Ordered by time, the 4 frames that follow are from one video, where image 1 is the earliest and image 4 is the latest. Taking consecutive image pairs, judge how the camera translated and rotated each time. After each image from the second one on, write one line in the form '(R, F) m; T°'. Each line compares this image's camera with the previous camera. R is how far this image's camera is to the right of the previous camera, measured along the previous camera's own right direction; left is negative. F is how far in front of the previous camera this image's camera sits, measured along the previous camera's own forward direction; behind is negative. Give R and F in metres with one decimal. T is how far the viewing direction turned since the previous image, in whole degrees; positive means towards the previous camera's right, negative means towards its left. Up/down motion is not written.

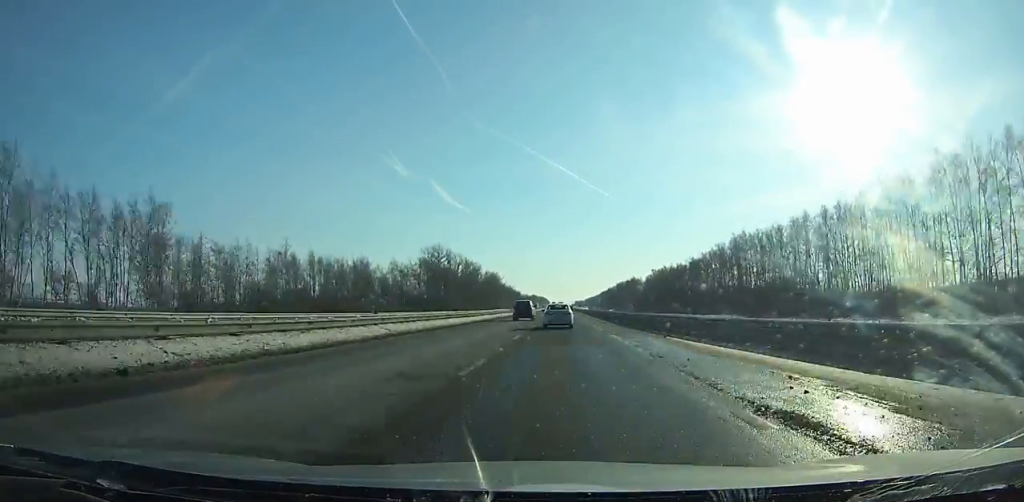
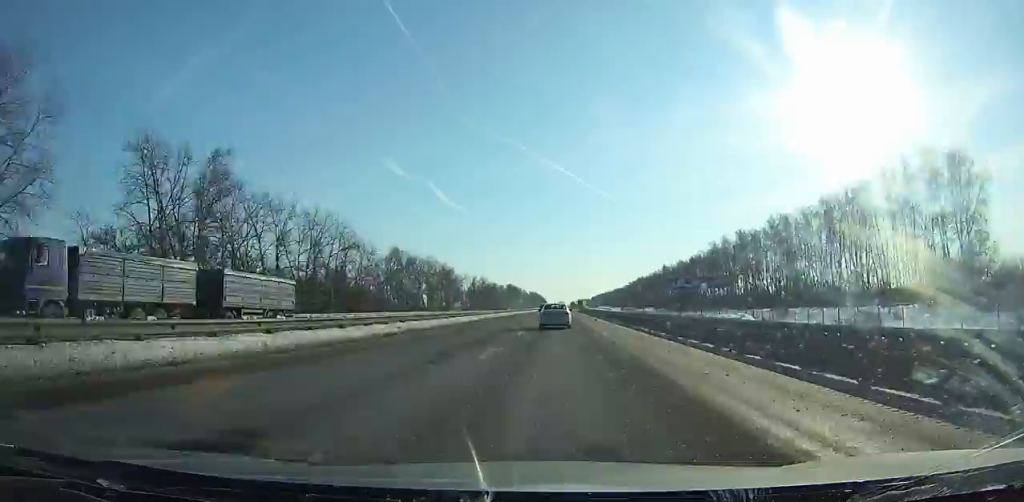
(+1.2, +332.2) m; 0°
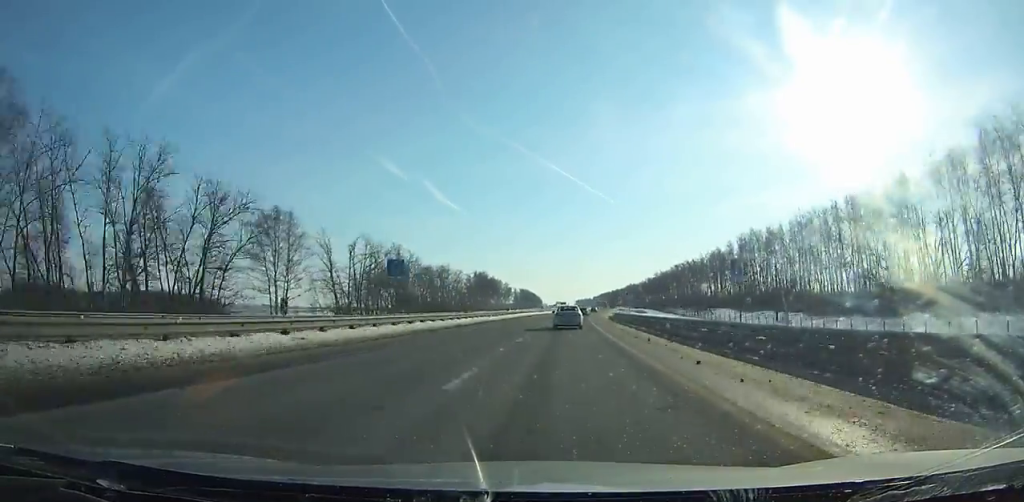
(+1.1, +137.3) m; +2°
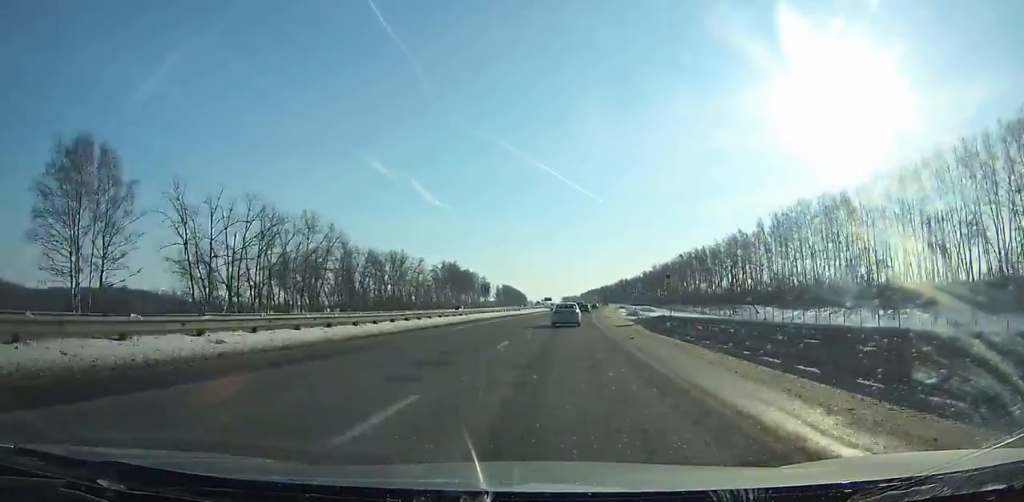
(-0.3, +39.0) m; +1°
